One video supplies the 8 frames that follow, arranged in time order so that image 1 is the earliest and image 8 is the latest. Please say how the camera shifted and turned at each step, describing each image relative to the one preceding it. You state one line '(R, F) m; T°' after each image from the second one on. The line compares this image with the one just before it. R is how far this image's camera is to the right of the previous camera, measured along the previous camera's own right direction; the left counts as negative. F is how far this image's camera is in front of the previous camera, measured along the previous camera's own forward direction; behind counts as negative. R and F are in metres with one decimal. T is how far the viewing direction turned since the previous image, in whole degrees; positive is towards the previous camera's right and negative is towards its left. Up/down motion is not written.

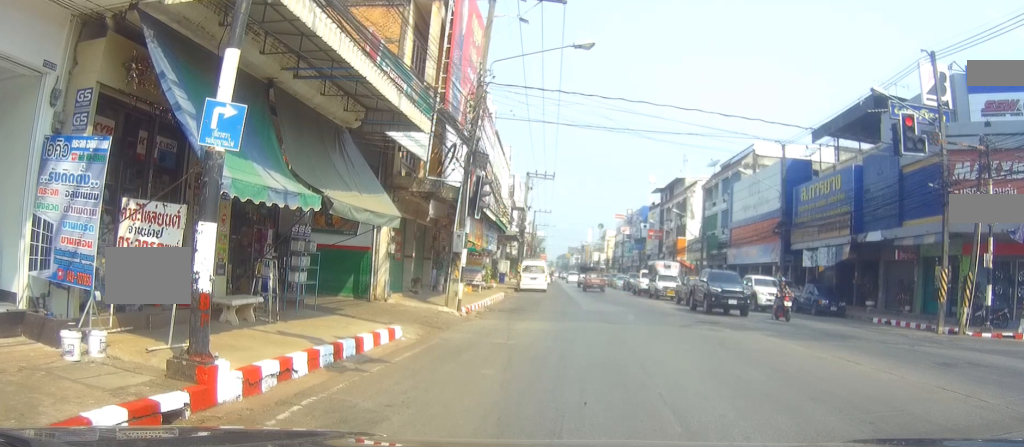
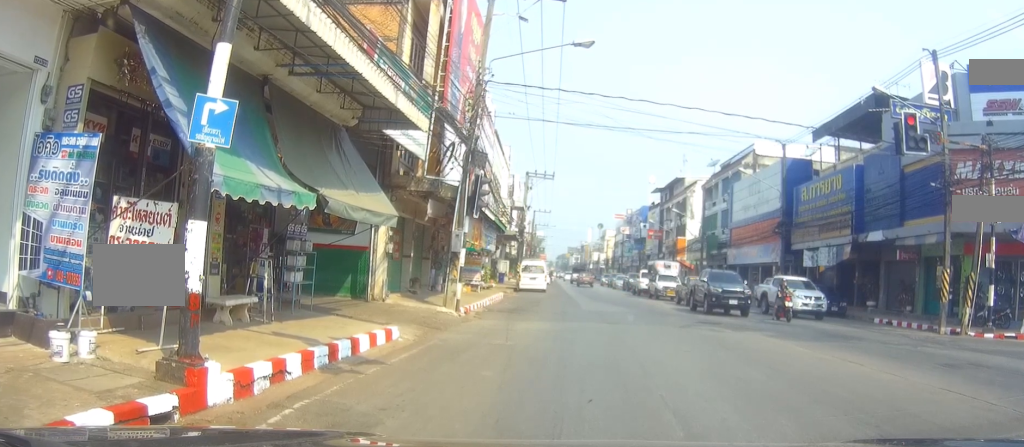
(0.0, 0.0) m; 0°
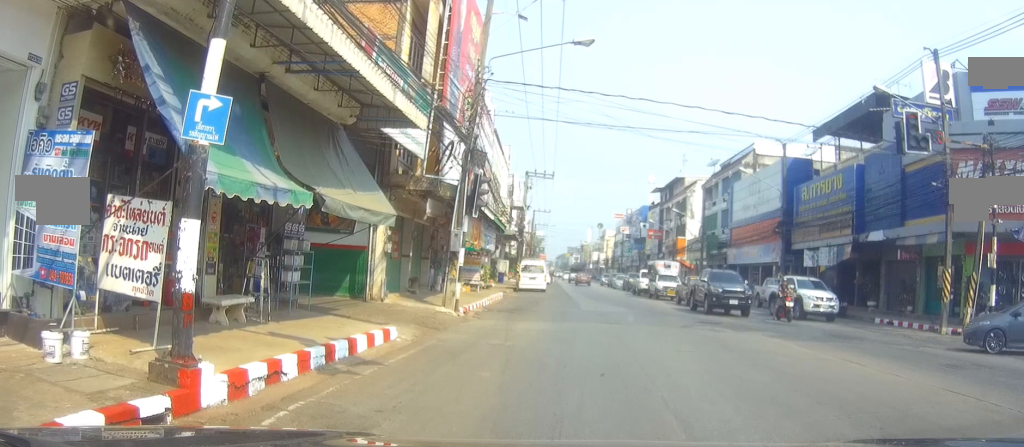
(0.0, 0.0) m; 0°
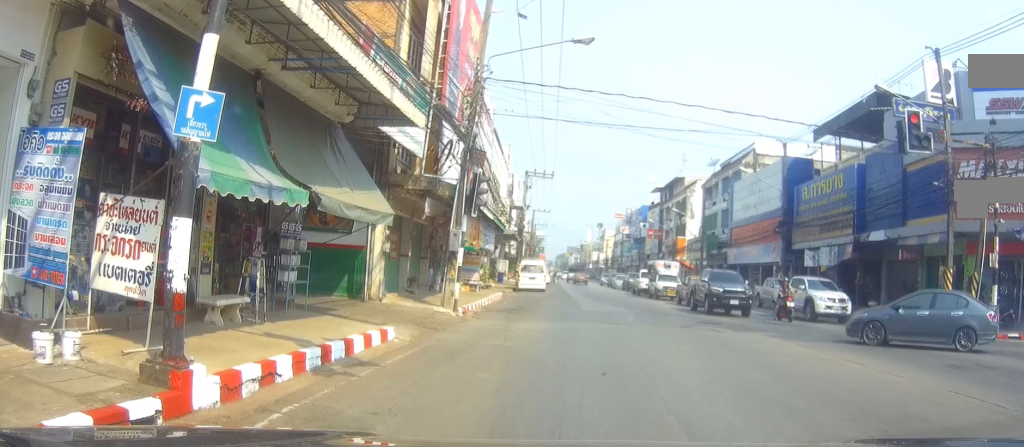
(0.0, +0.1) m; 0°
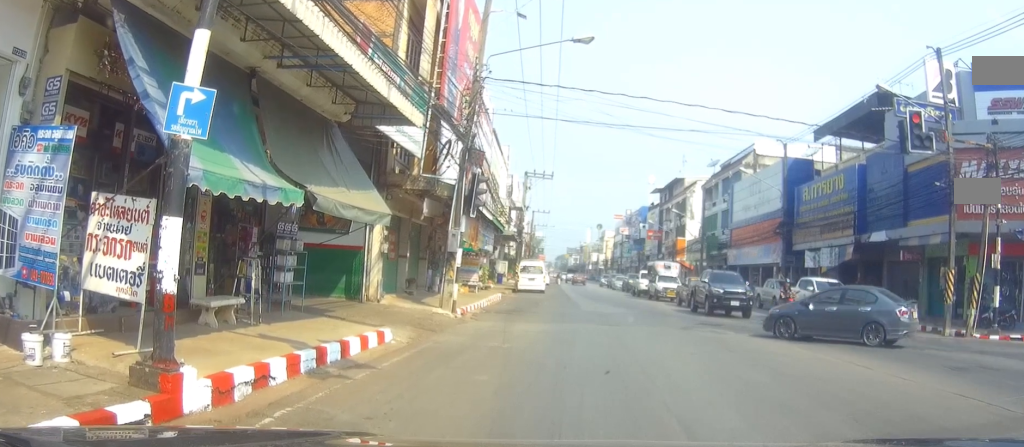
(0.0, +0.2) m; 0°
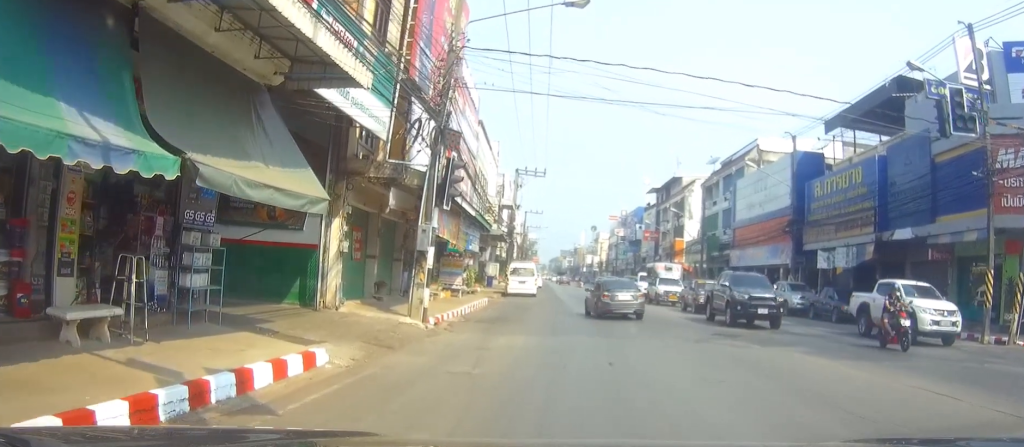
(-0.3, +2.7) m; +4°
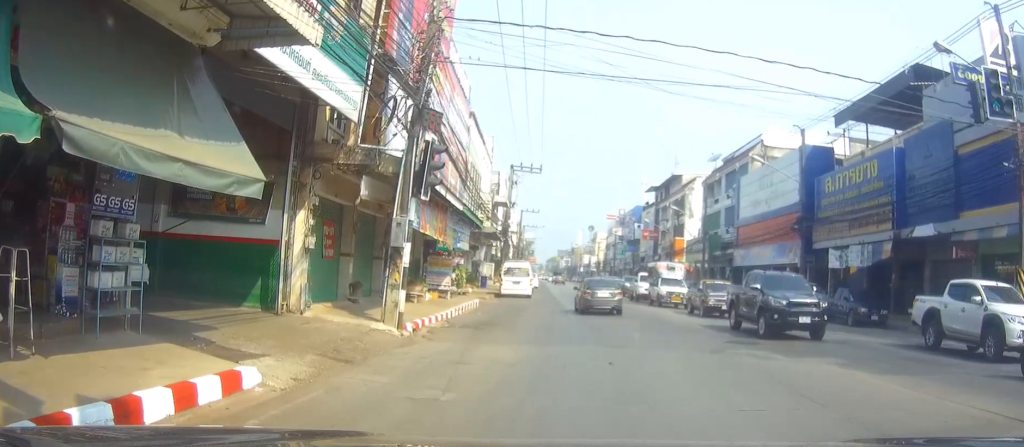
(+0.1, +1.9) m; +1°
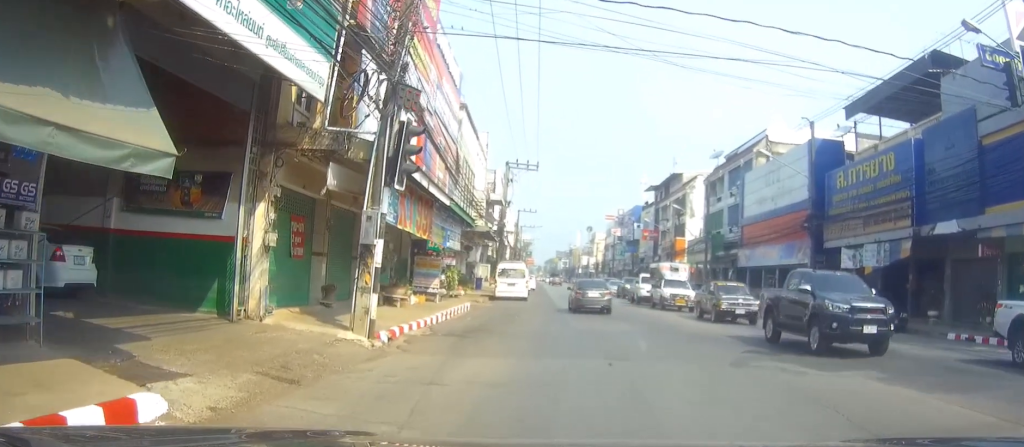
(0.0, +1.8) m; 0°
